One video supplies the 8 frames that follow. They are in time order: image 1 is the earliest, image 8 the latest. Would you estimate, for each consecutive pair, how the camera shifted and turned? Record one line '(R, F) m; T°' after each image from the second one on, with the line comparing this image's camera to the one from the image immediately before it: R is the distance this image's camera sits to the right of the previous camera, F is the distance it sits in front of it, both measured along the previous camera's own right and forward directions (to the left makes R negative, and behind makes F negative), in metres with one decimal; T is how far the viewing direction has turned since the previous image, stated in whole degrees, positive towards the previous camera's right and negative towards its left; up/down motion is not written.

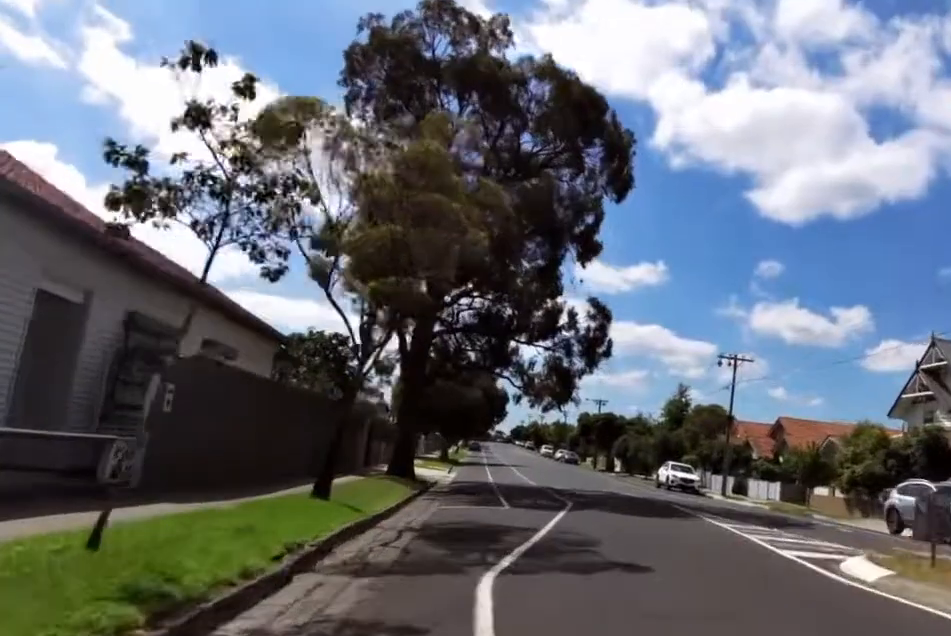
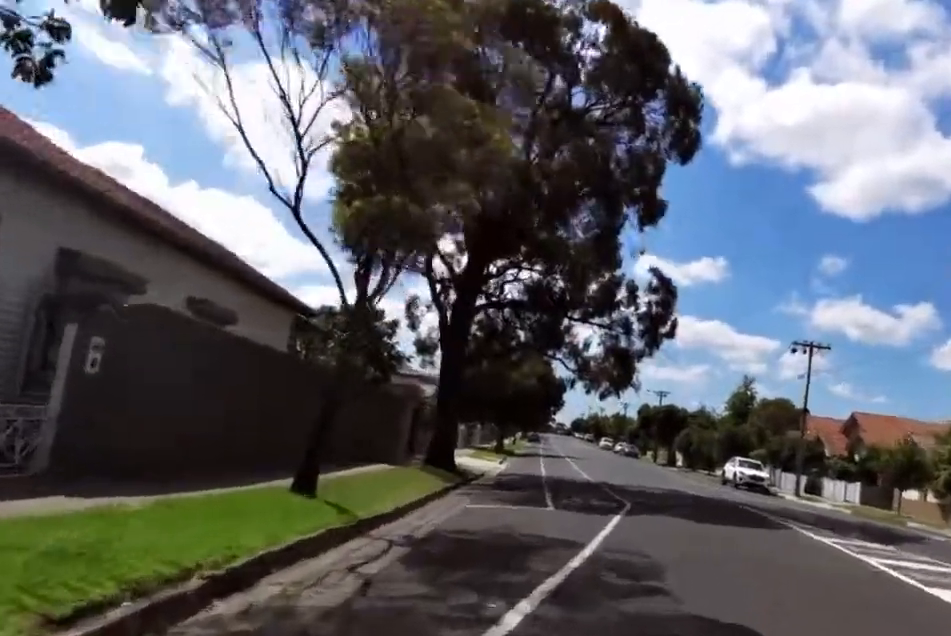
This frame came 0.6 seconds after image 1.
(-0.5, +3.8) m; -1°
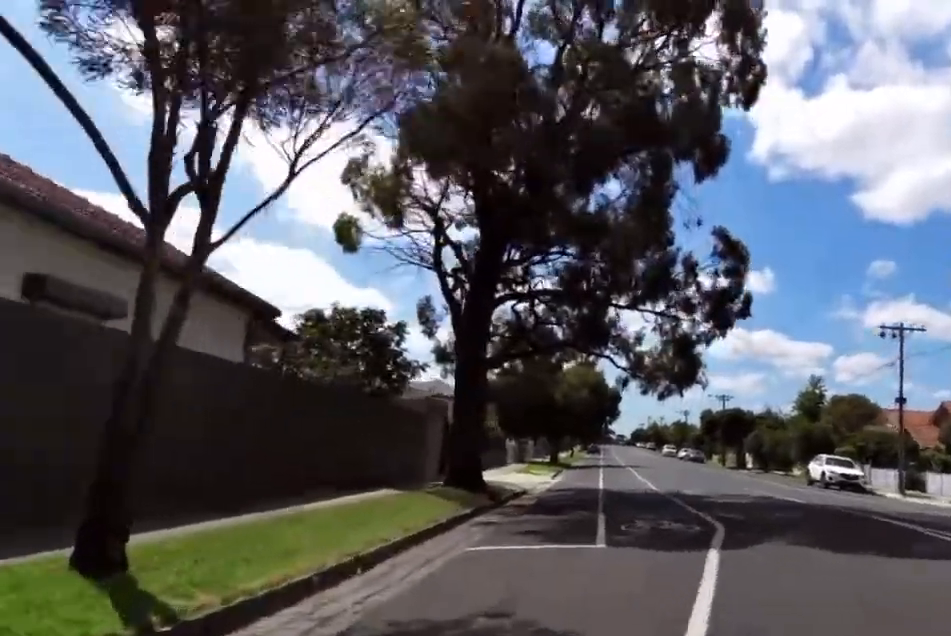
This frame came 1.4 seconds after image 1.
(+0.3, +5.8) m; 0°
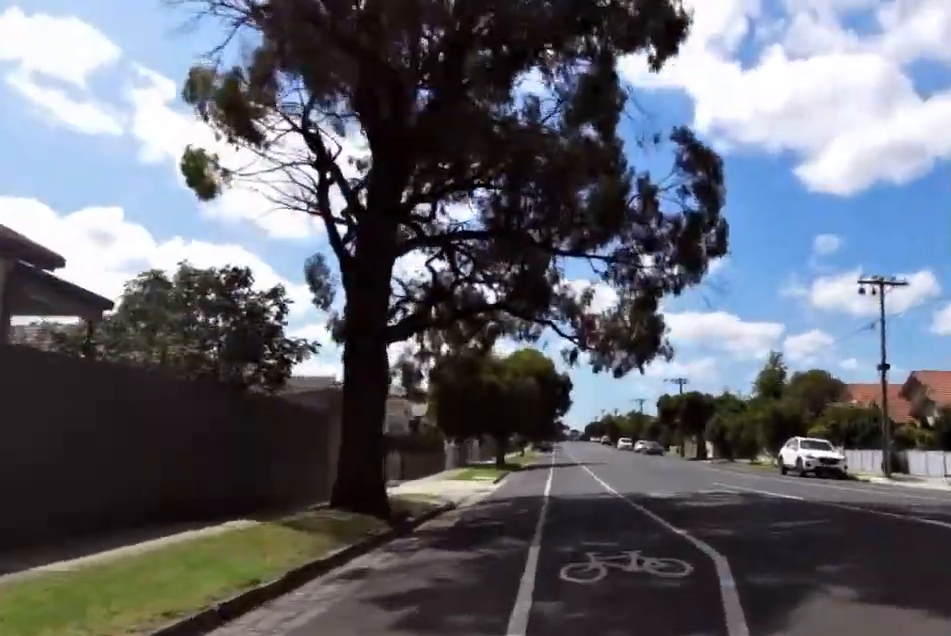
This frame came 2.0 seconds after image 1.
(+0.1, +4.4) m; 0°
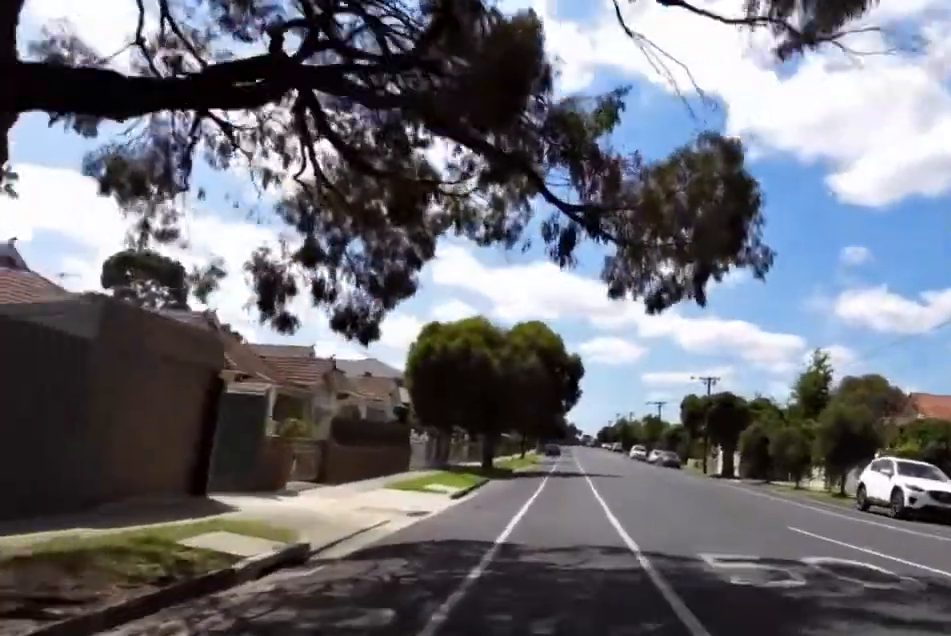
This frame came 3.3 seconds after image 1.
(-0.1, +10.1) m; 0°
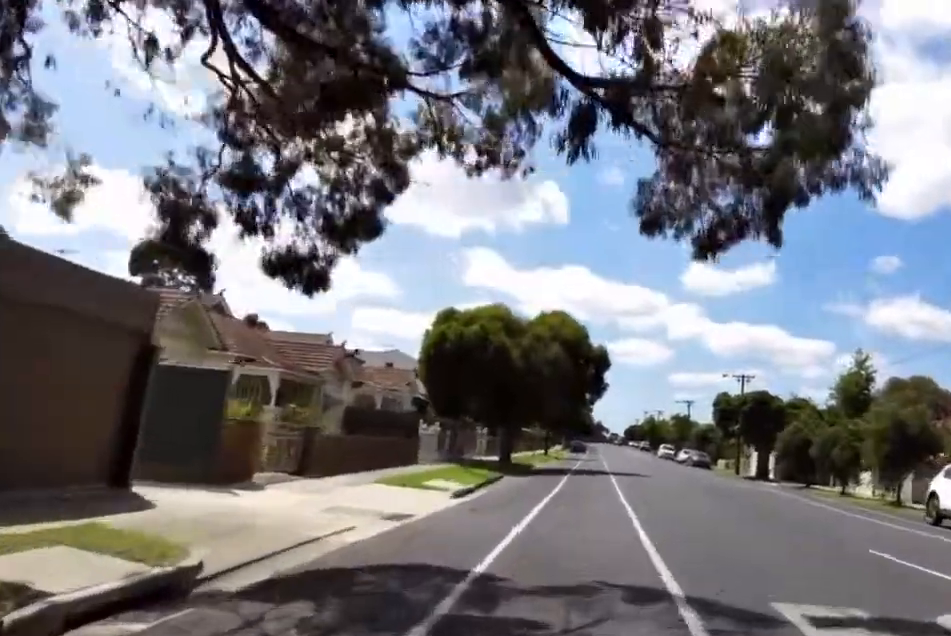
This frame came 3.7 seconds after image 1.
(+0.4, +3.4) m; 0°
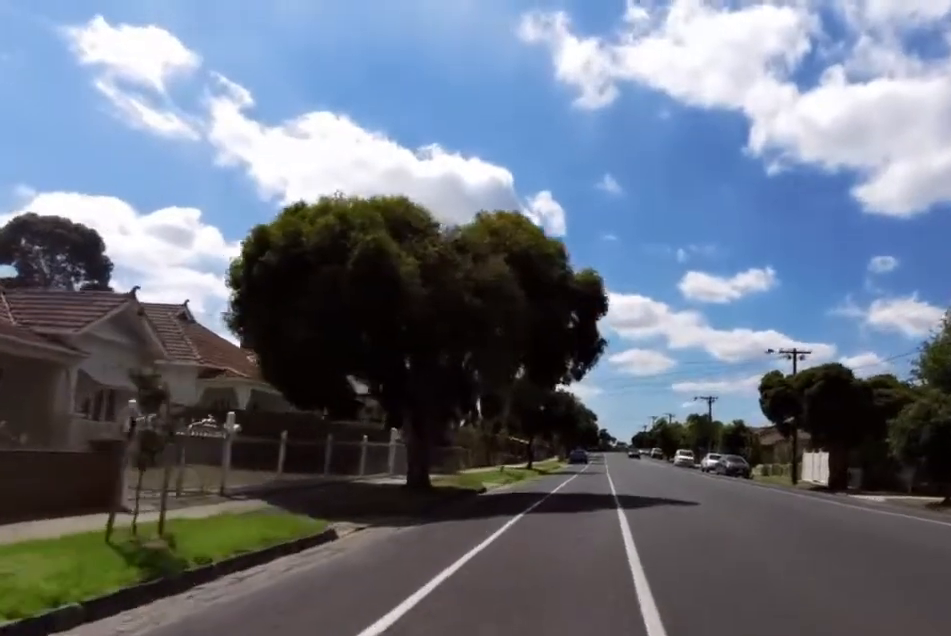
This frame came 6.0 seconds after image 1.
(-2.3, +17.4) m; -6°
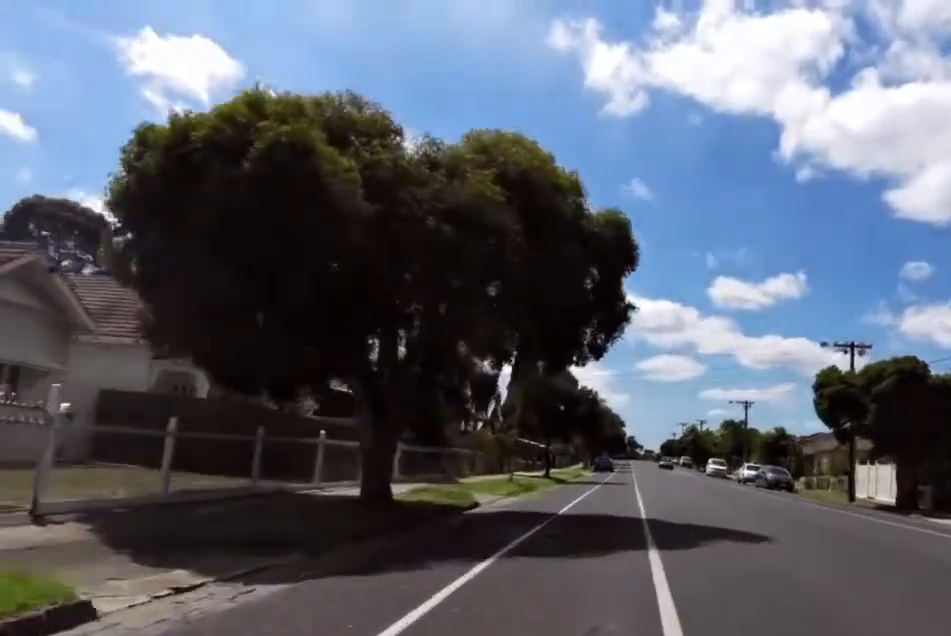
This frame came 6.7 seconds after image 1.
(-0.1, +5.5) m; +5°
